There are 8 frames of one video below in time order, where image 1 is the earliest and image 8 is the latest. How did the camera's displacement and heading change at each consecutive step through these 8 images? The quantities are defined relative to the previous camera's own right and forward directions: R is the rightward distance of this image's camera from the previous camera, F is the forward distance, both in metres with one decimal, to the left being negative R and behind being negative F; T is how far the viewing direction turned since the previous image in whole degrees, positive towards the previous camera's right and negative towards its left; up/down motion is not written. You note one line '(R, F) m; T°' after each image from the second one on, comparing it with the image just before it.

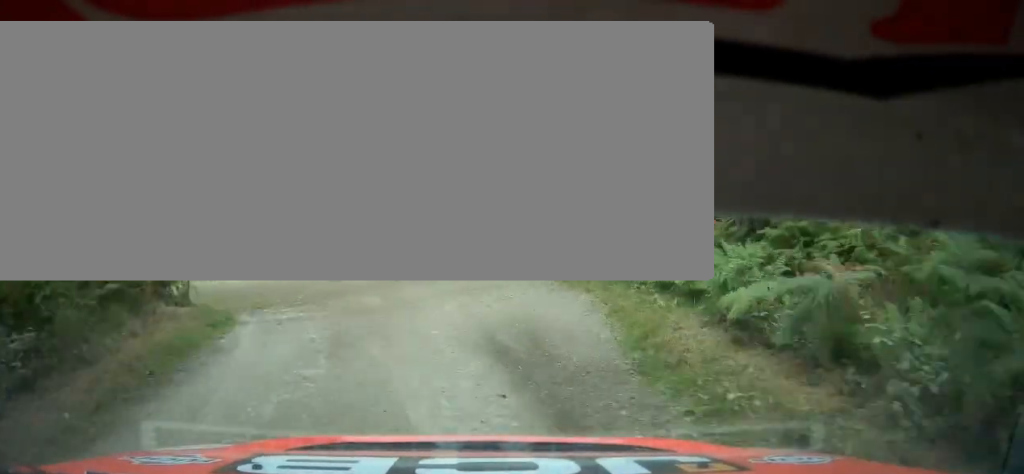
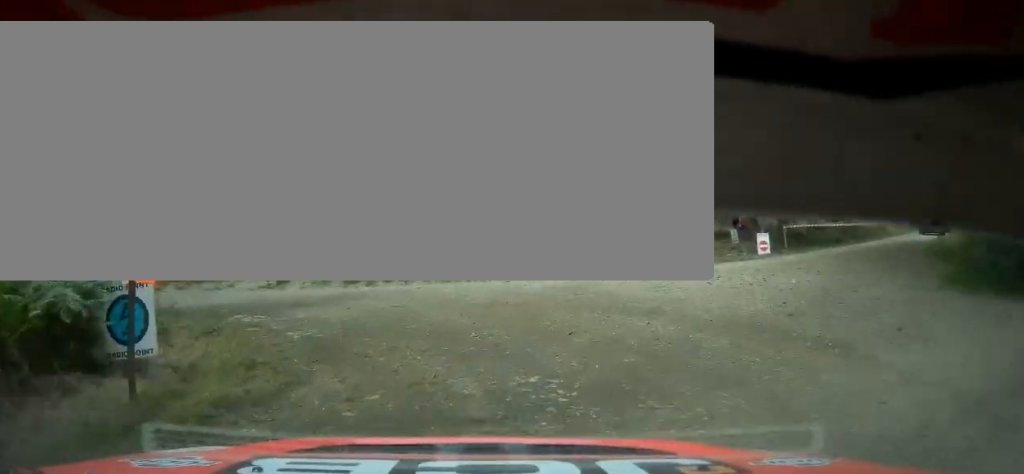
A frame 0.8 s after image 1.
(-2.9, +11.6) m; -21°
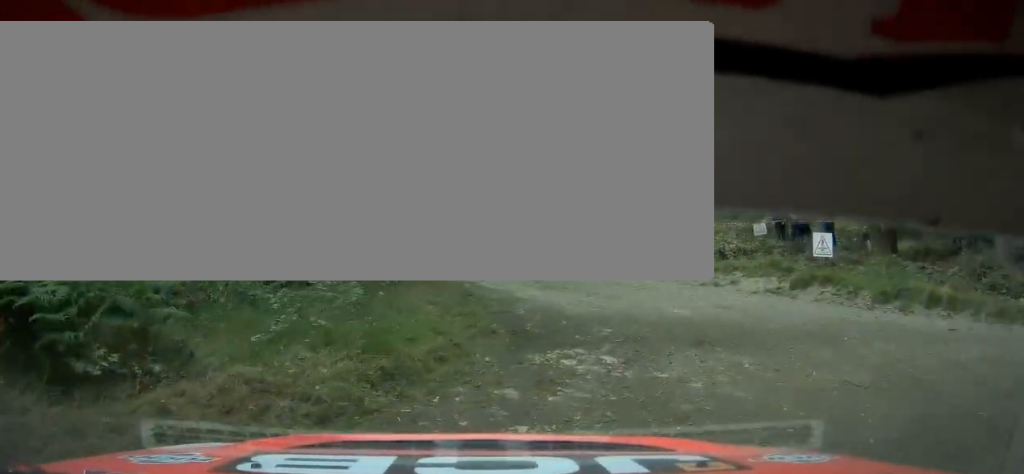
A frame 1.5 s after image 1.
(-2.1, +11.3) m; -16°
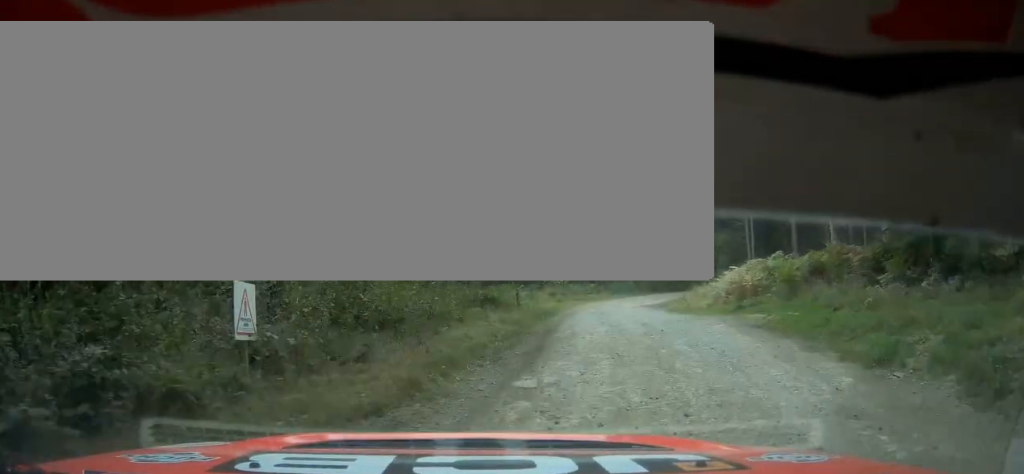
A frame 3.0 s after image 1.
(-5.4, +25.1) m; -35°
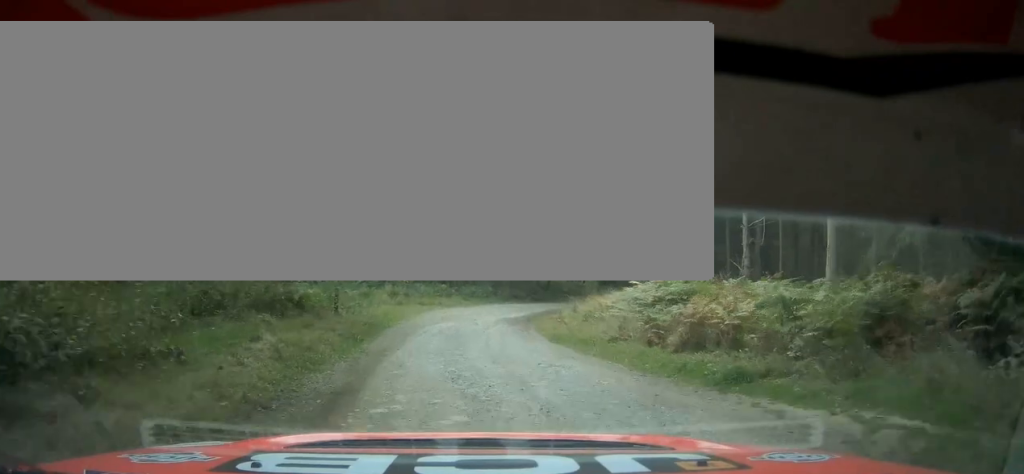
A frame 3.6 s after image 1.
(-3.0, +11.1) m; -6°
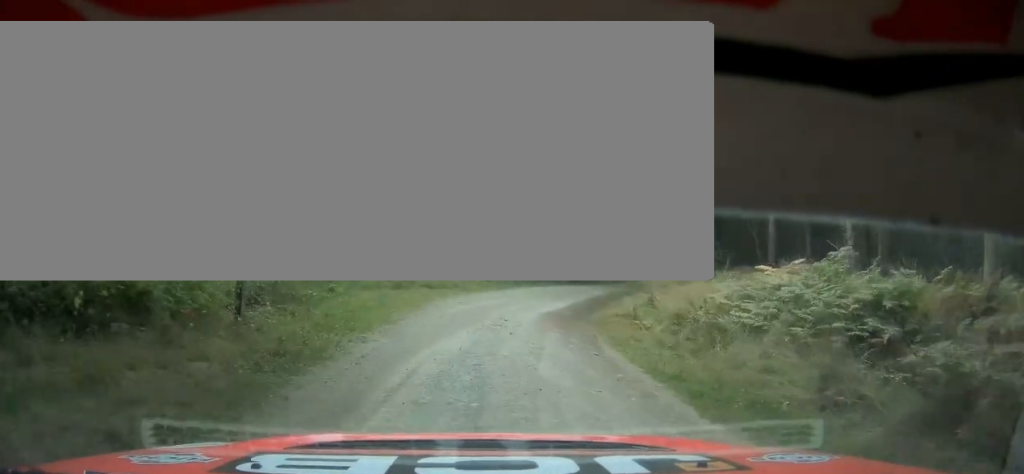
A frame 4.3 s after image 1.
(-1.6, +12.7) m; -2°
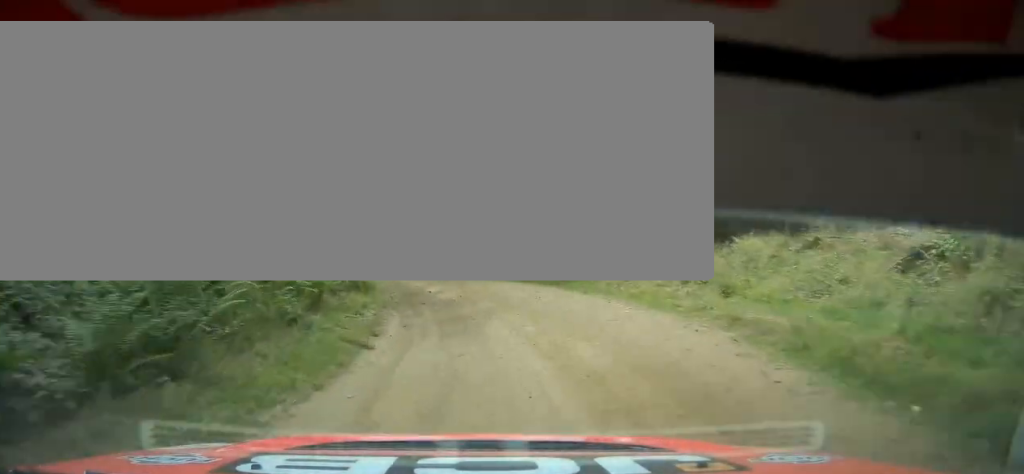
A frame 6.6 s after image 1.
(+7.0, +55.0) m; +3°
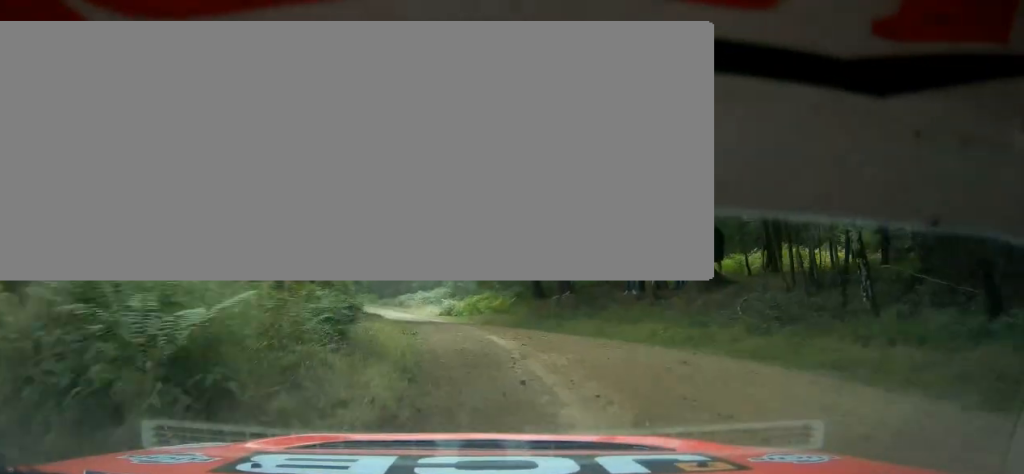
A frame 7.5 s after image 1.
(-1.4, +21.9) m; -7°
